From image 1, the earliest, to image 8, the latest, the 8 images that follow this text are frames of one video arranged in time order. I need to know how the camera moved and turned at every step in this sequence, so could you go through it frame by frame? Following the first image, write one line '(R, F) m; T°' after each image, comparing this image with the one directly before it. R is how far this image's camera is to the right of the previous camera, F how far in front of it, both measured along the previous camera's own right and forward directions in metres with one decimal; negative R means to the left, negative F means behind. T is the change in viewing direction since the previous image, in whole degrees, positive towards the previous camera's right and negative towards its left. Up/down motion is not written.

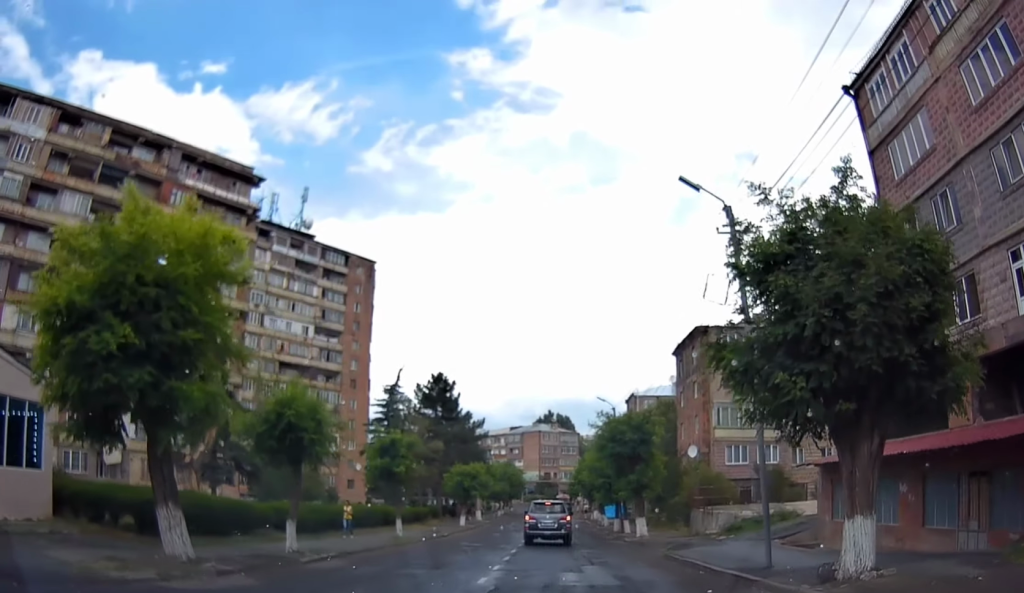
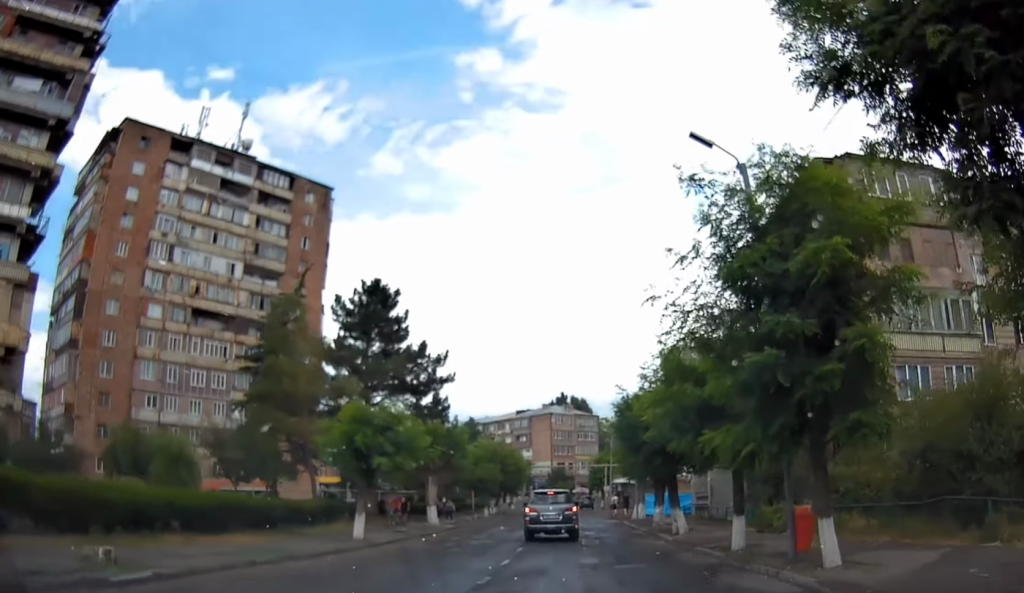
(+0.9, +28.7) m; 0°
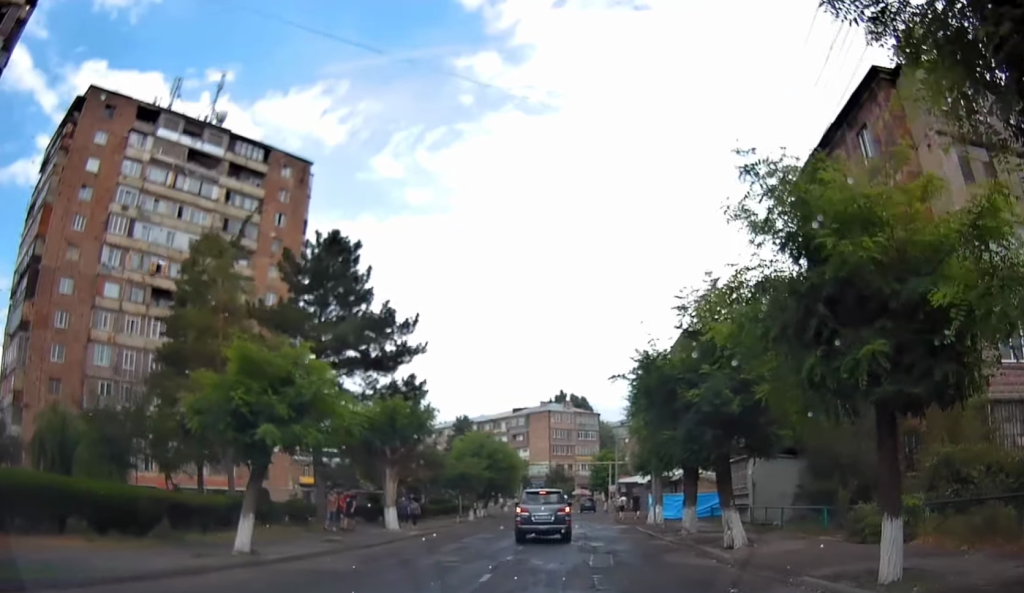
(-0.3, +9.2) m; 0°
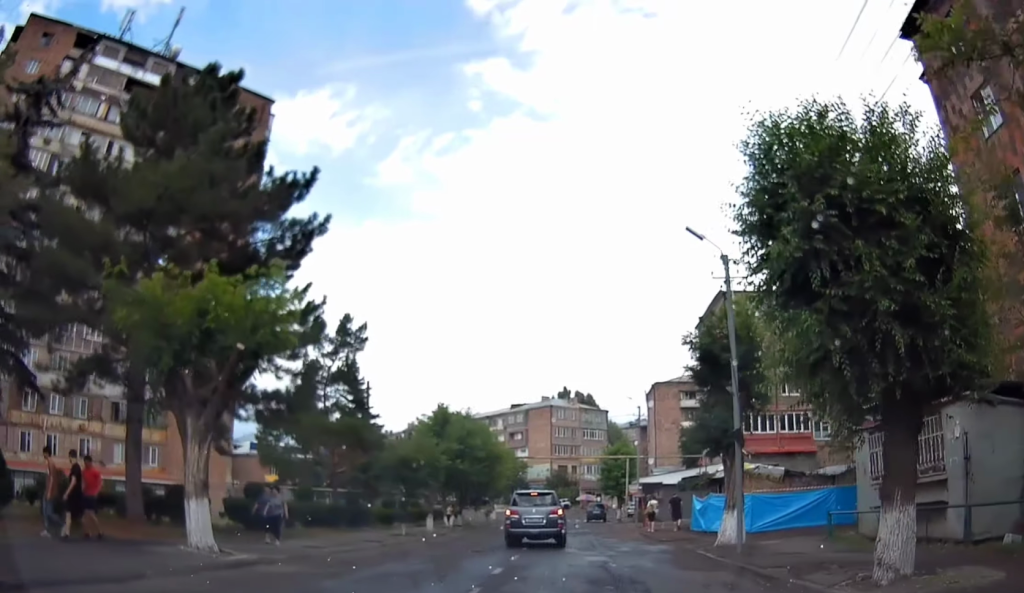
(+0.3, +17.0) m; 0°
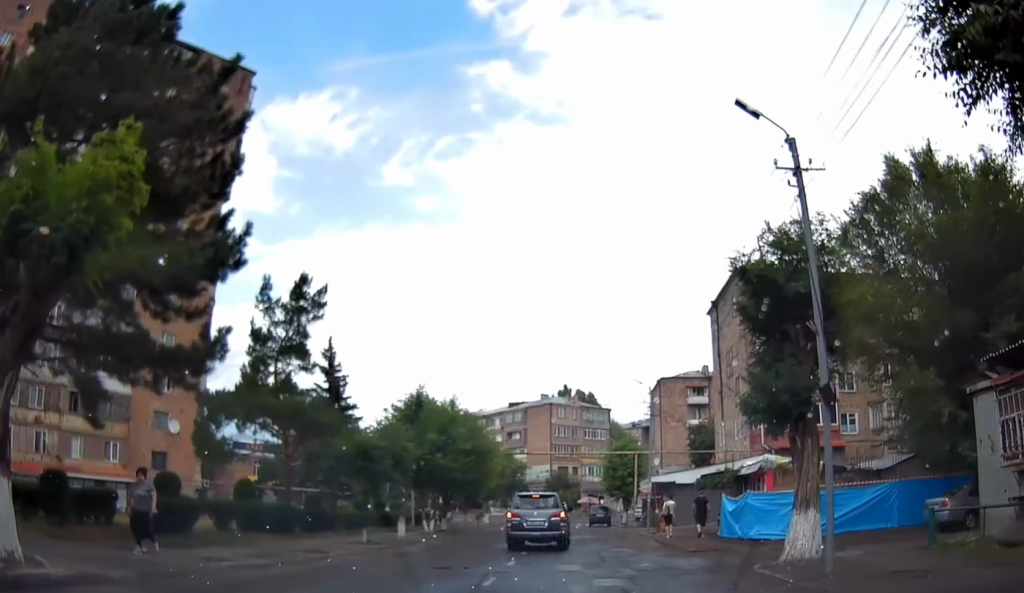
(-0.2, +6.2) m; -1°
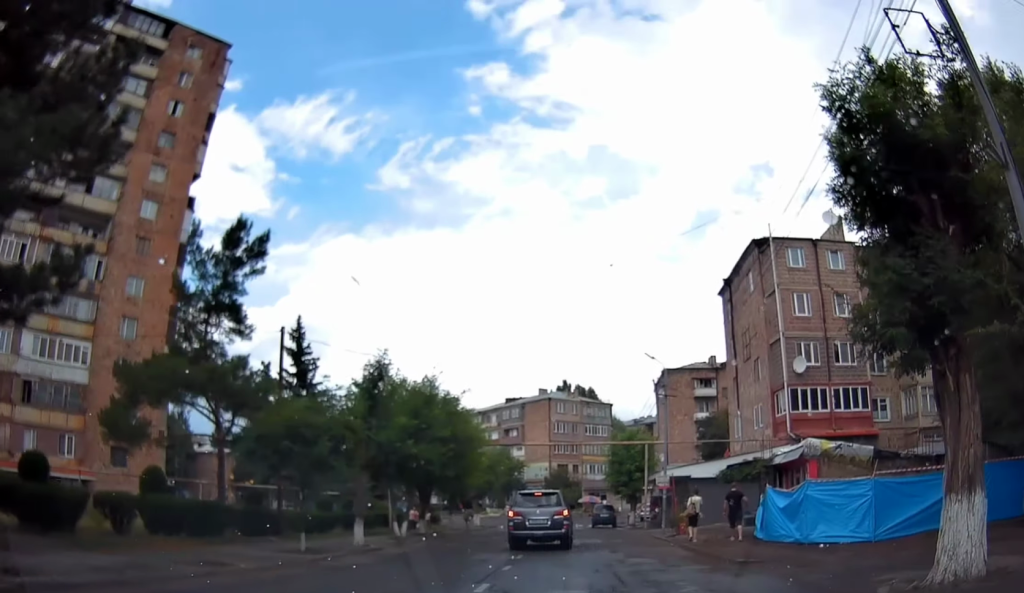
(-0.1, +6.0) m; -1°
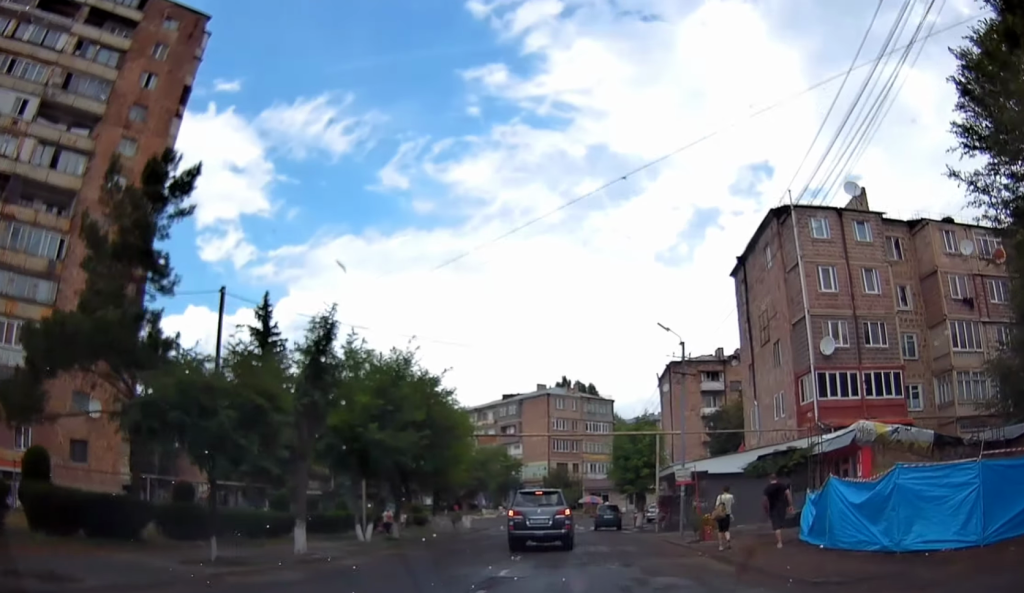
(0.0, +5.0) m; 0°
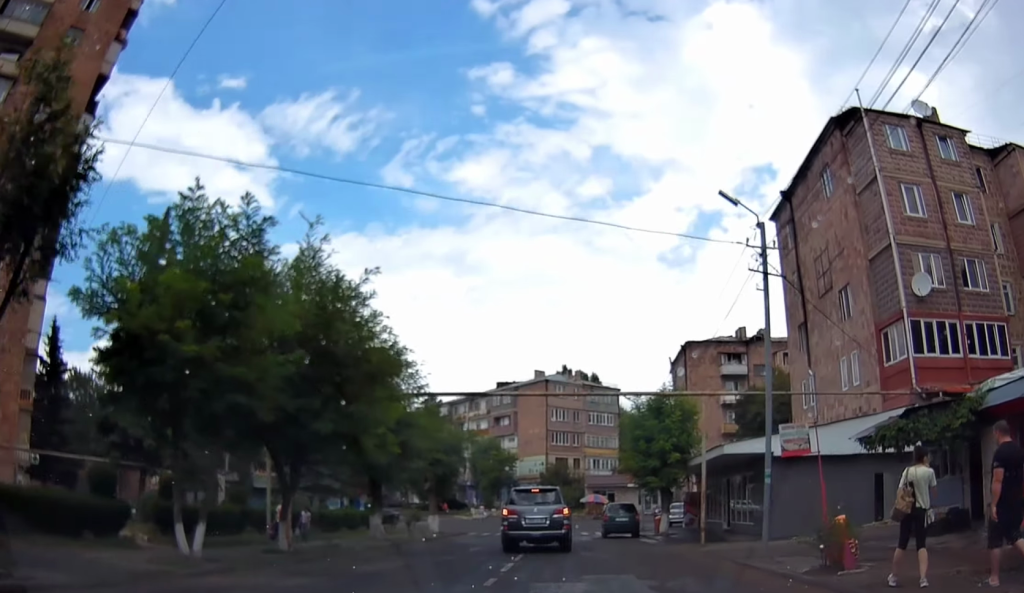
(0.0, +11.3) m; +2°
